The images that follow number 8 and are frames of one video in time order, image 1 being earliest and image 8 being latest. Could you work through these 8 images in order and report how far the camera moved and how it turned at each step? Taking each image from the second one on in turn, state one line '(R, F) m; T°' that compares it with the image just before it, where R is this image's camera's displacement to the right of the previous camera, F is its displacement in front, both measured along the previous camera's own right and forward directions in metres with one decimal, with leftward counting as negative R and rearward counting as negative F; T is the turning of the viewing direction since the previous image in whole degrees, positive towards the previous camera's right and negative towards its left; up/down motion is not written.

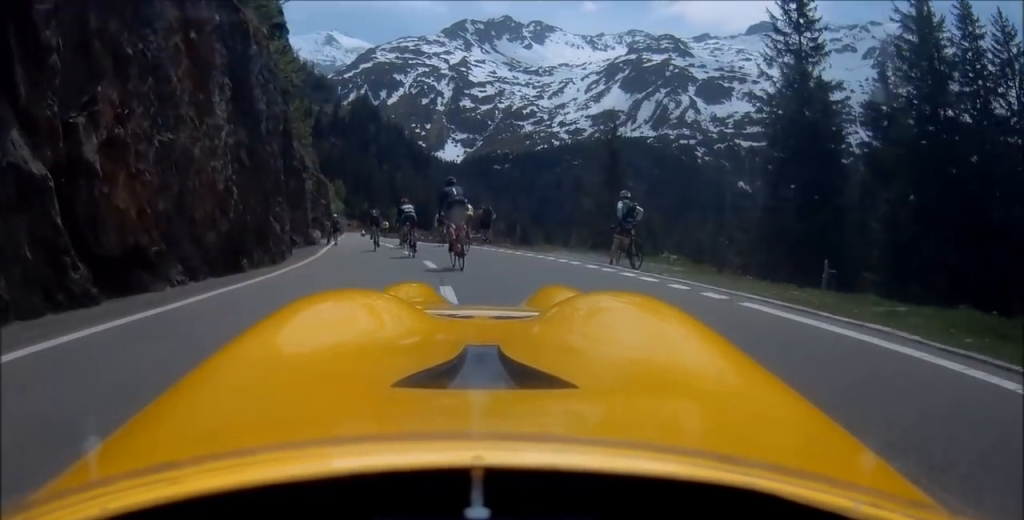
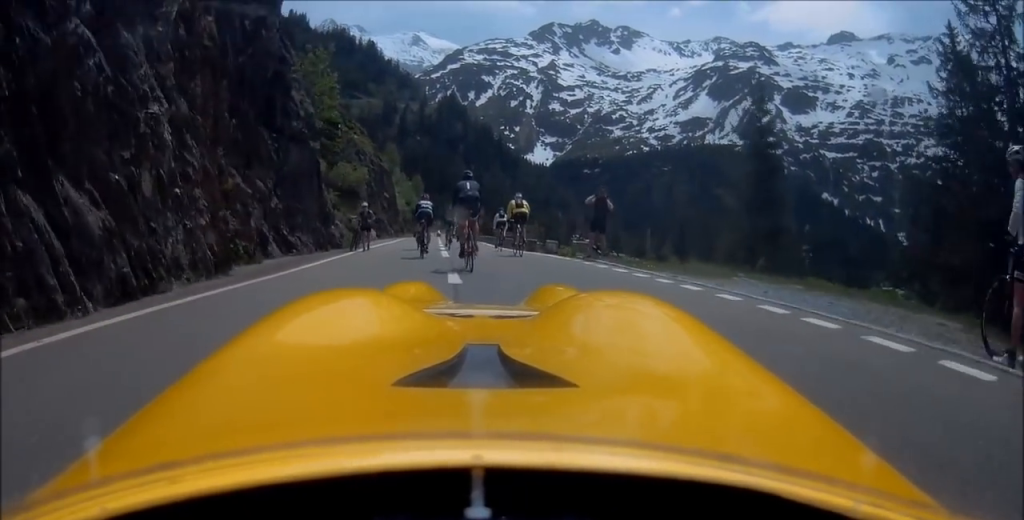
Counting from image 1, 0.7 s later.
(-0.5, +9.8) m; -5°
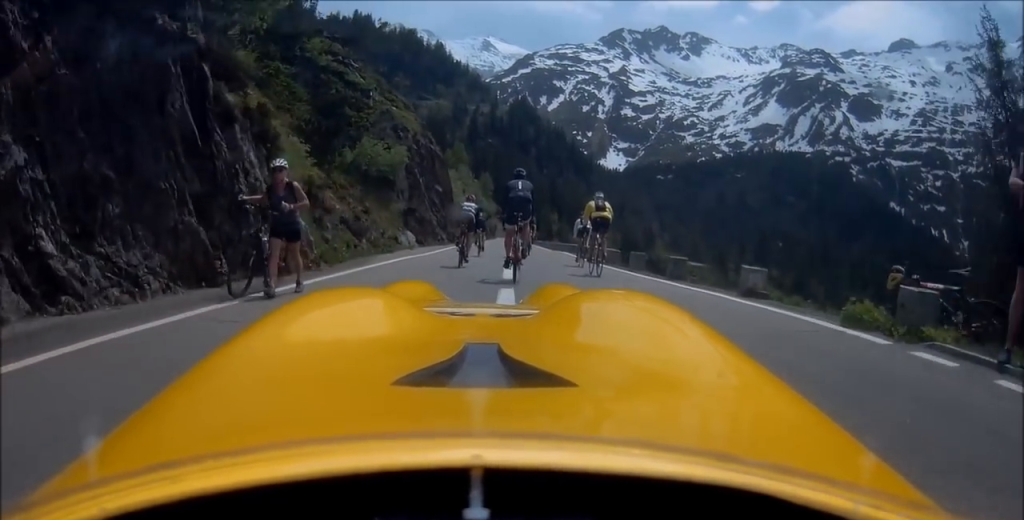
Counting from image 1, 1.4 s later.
(-0.5, +11.6) m; -4°
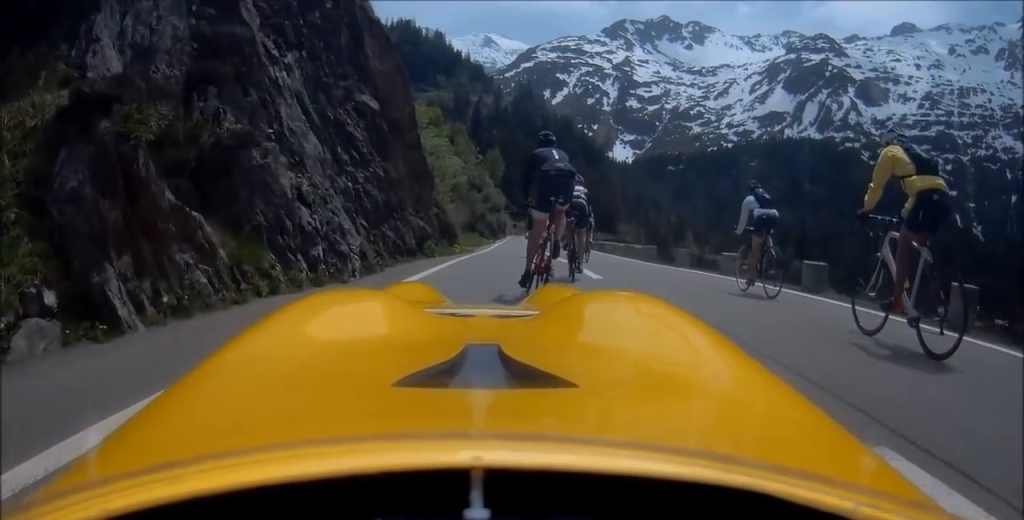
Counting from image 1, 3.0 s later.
(-0.5, +23.8) m; -4°
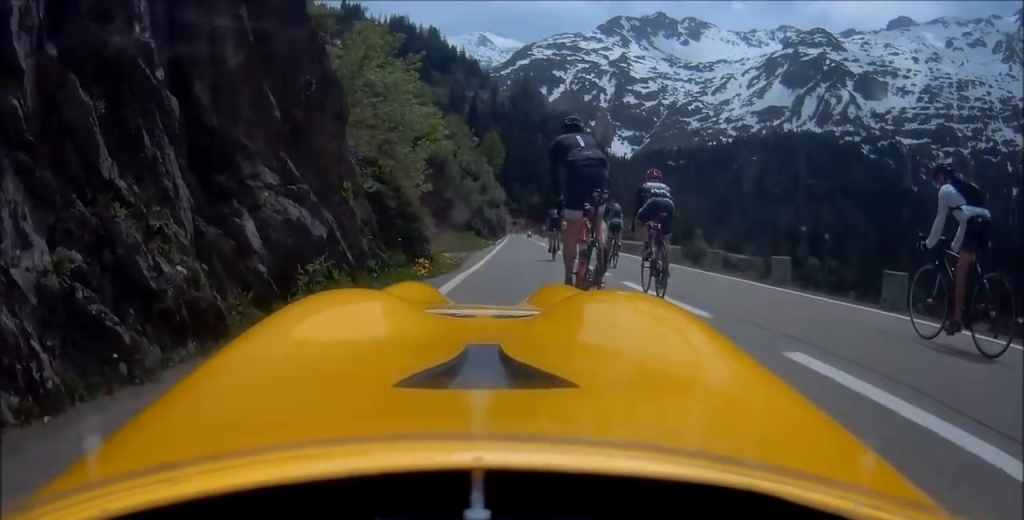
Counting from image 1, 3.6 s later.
(-0.5, +10.1) m; -2°
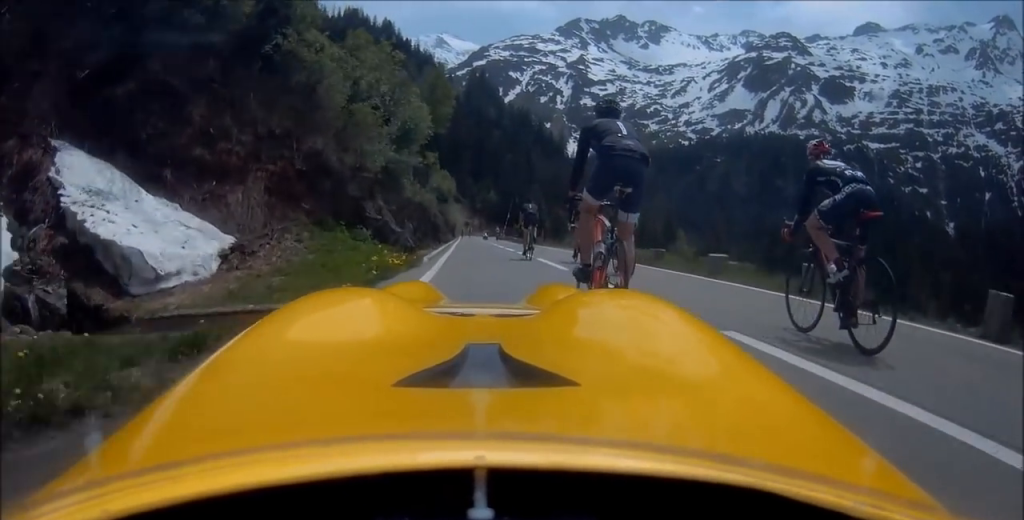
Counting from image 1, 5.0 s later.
(-0.6, +24.2) m; +2°
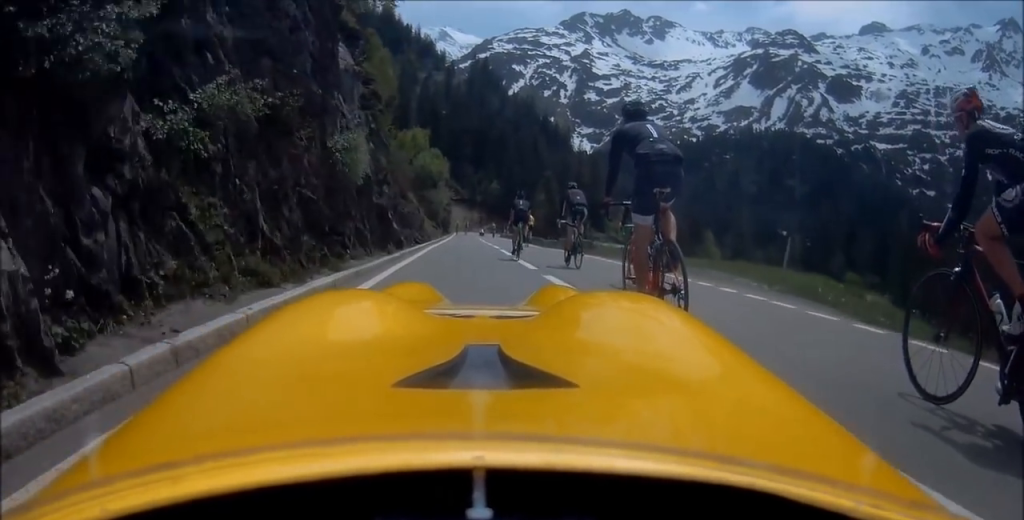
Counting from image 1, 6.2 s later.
(+1.3, +19.6) m; +3°
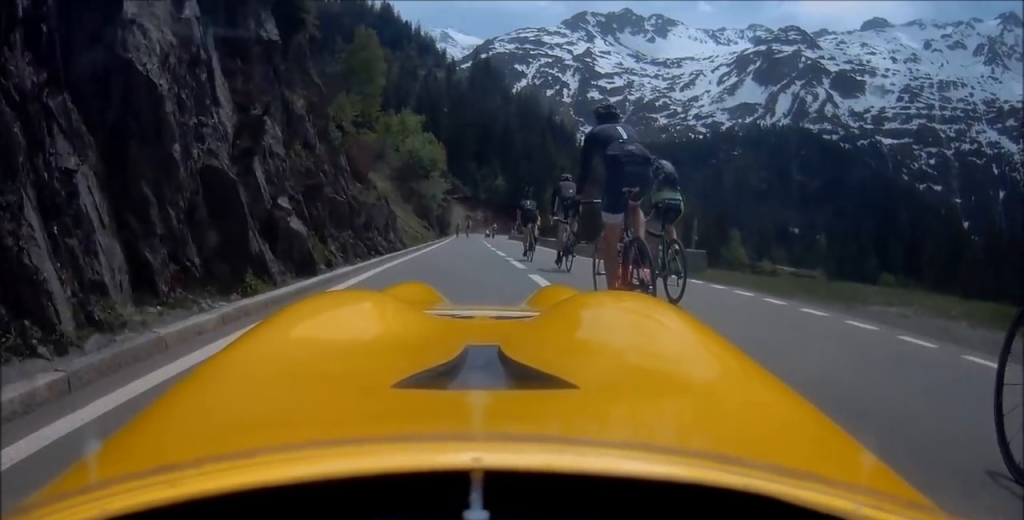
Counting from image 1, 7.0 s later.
(+0.1, +12.5) m; -3°
